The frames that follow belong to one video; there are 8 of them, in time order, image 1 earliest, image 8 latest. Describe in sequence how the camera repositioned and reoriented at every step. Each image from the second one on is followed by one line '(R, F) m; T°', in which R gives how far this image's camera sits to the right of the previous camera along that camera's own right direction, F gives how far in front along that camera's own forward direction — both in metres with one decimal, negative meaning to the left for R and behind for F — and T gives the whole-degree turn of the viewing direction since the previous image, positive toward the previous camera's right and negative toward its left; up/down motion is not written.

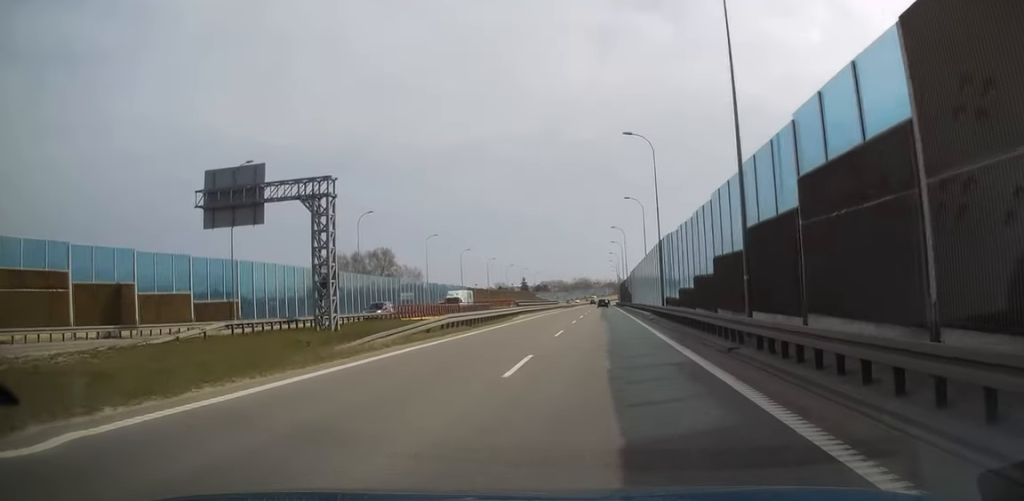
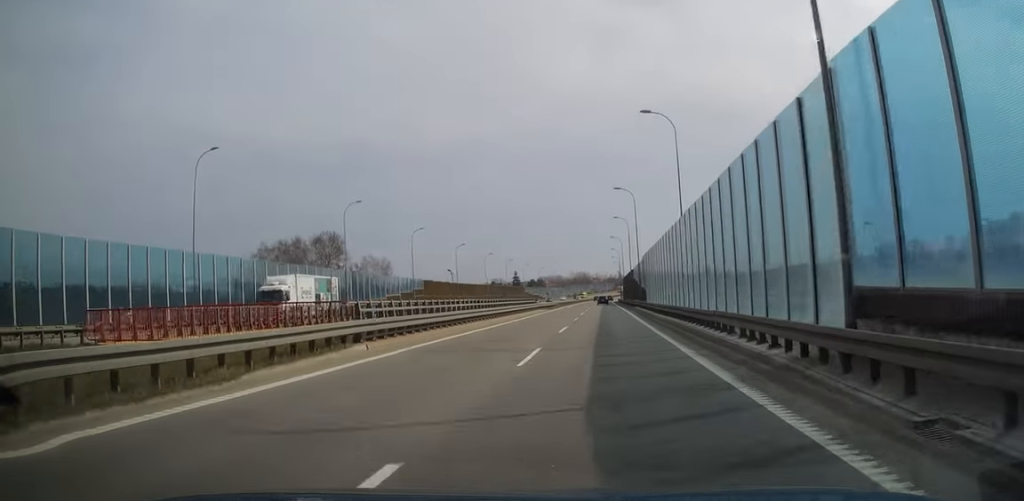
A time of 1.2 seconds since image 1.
(0.0, +34.1) m; 0°
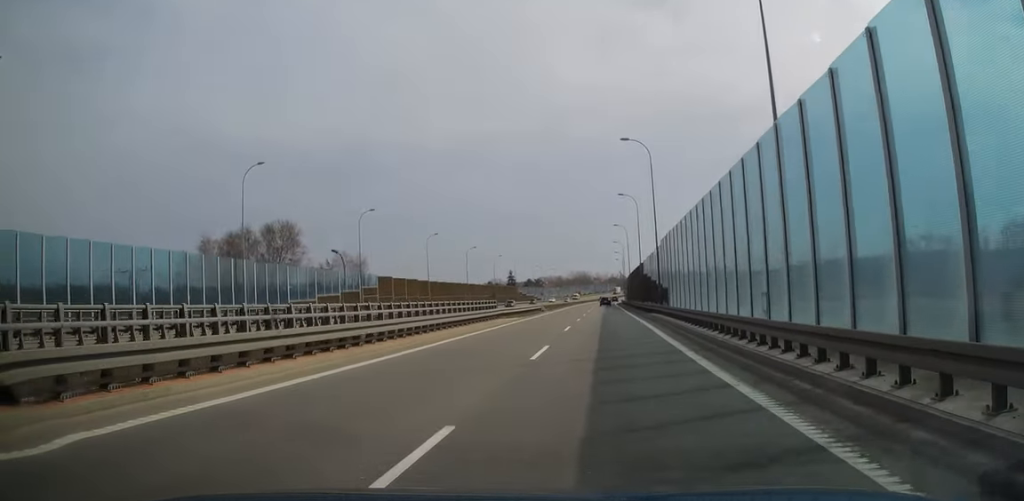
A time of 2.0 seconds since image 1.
(-0.1, +22.2) m; +1°
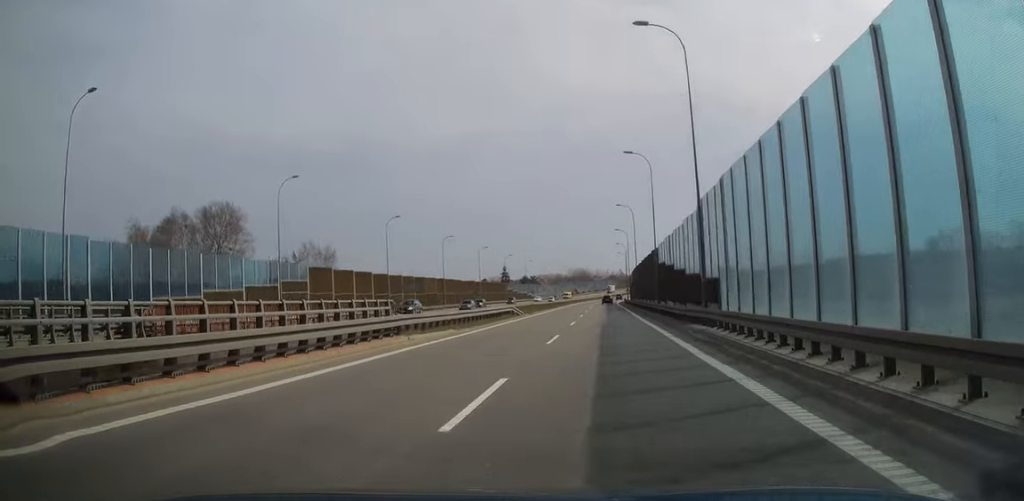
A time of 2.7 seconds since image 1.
(+0.3, +20.5) m; 0°
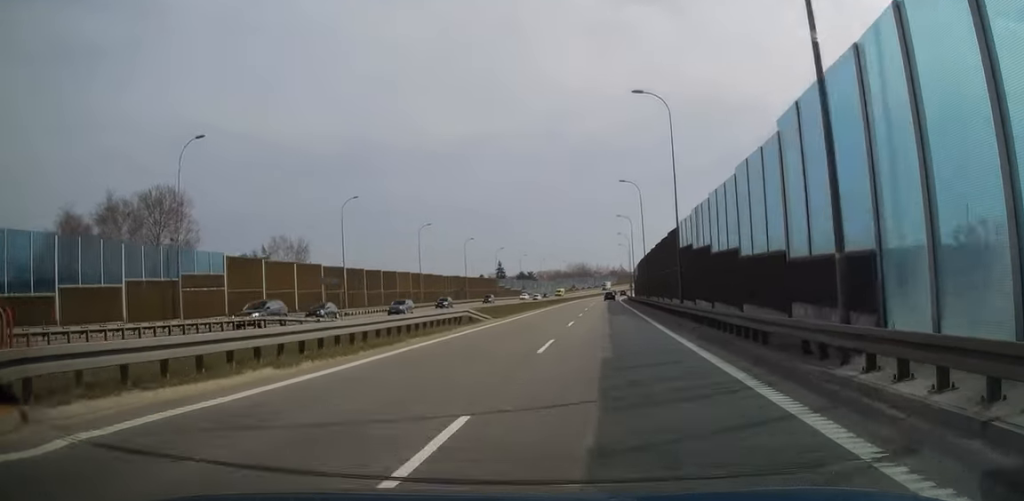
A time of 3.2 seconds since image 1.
(0.0, +15.3) m; 0°
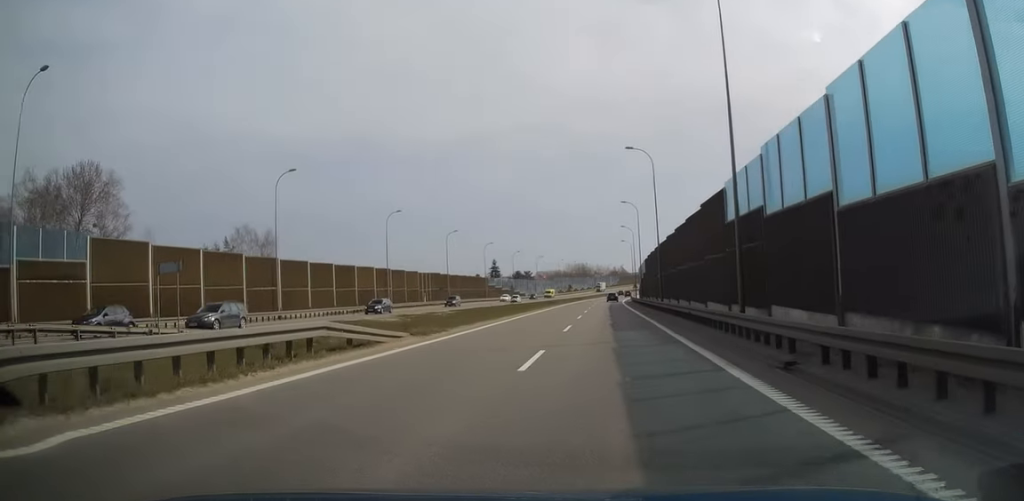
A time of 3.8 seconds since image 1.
(-0.2, +15.8) m; 0°
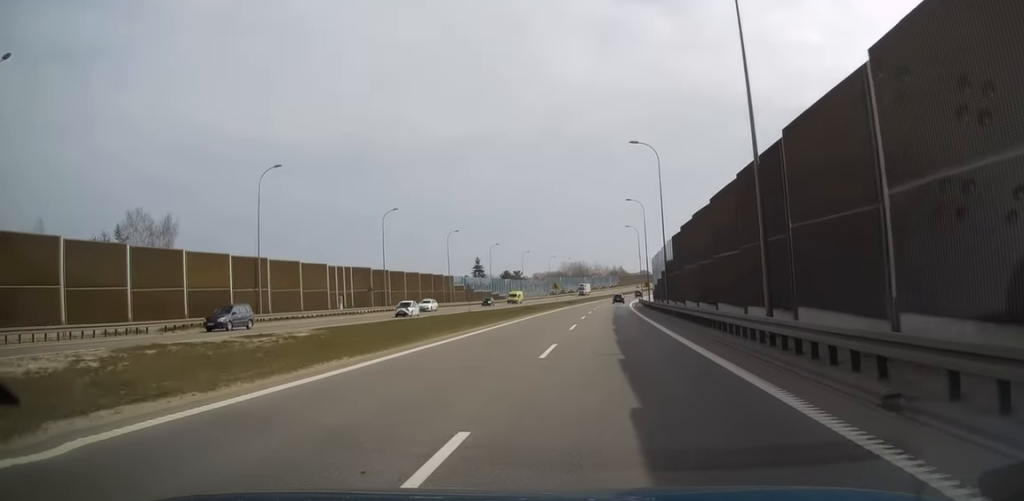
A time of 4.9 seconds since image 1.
(+0.3, +33.0) m; 0°
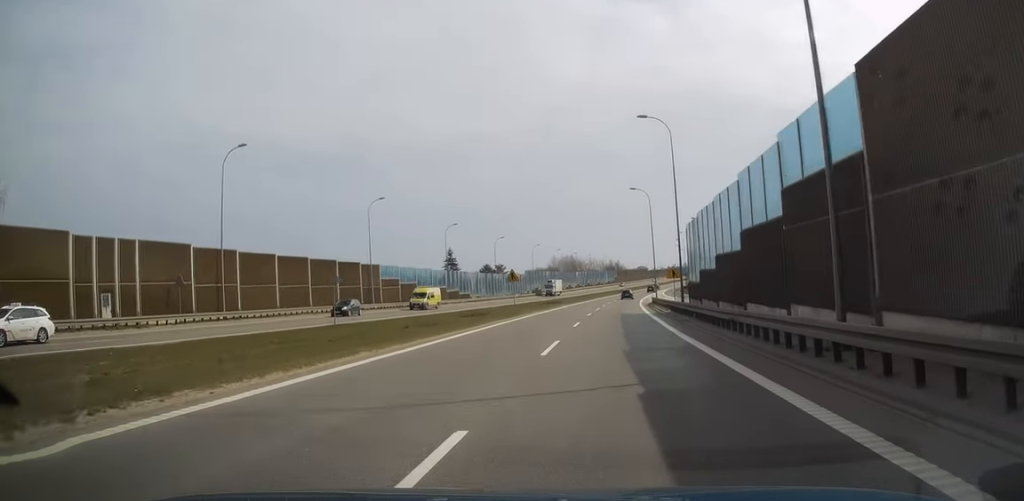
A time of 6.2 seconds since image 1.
(-0.3, +35.8) m; 0°
